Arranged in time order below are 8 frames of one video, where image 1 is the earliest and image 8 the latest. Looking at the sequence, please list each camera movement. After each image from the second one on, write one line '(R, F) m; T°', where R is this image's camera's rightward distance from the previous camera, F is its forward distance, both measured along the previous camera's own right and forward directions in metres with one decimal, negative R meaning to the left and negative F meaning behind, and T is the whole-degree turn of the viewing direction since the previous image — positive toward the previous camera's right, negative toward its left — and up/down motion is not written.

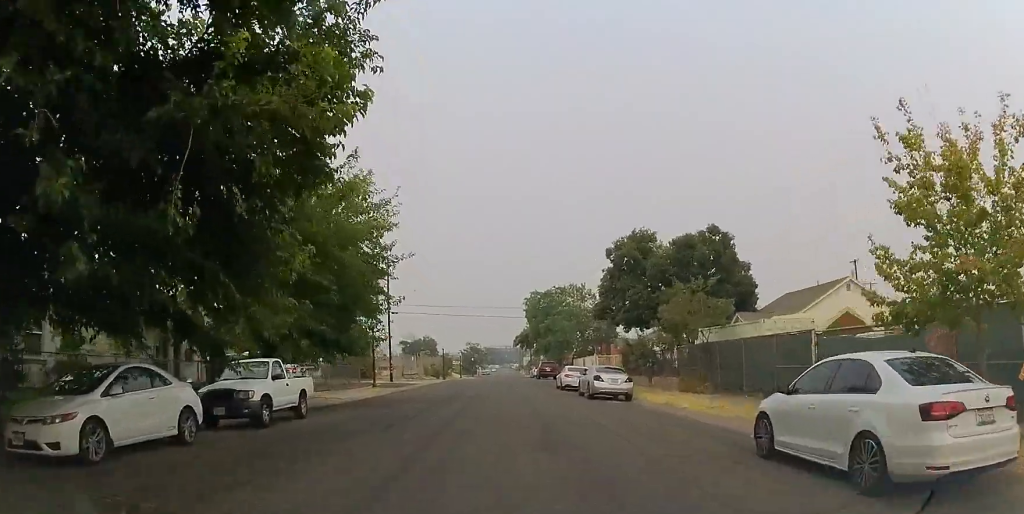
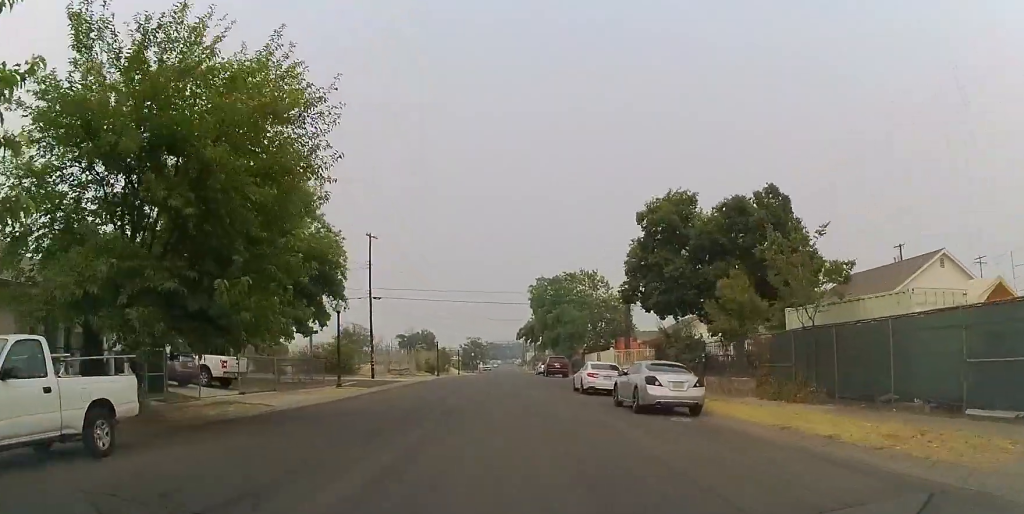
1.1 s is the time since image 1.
(0.0, +9.0) m; 0°
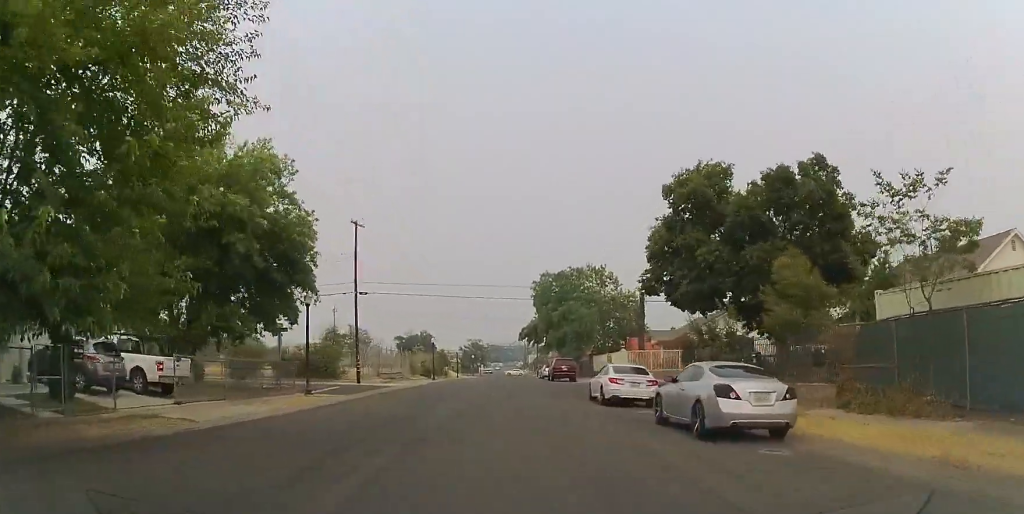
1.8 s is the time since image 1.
(0.0, +5.2) m; 0°
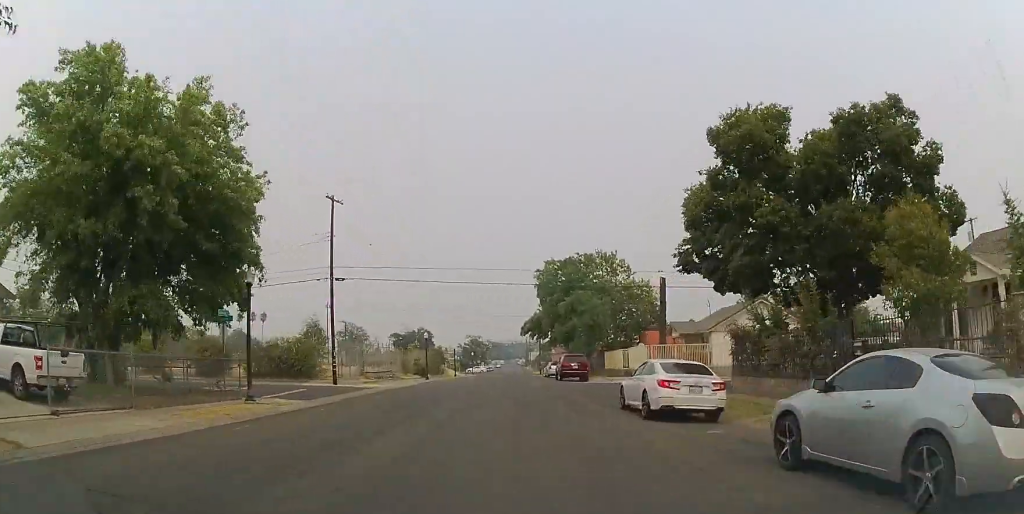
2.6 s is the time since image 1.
(0.0, +6.4) m; 0°
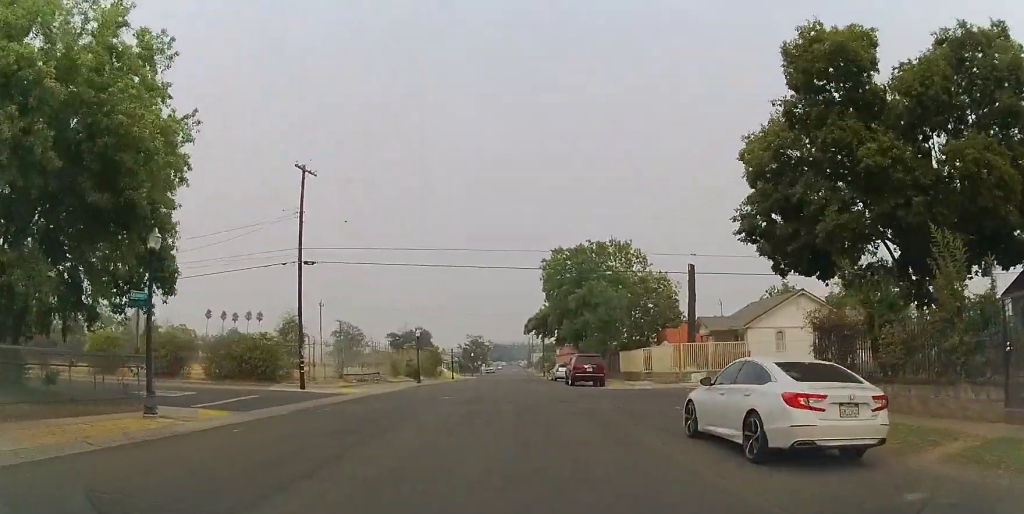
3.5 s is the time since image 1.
(0.0, +6.2) m; 0°
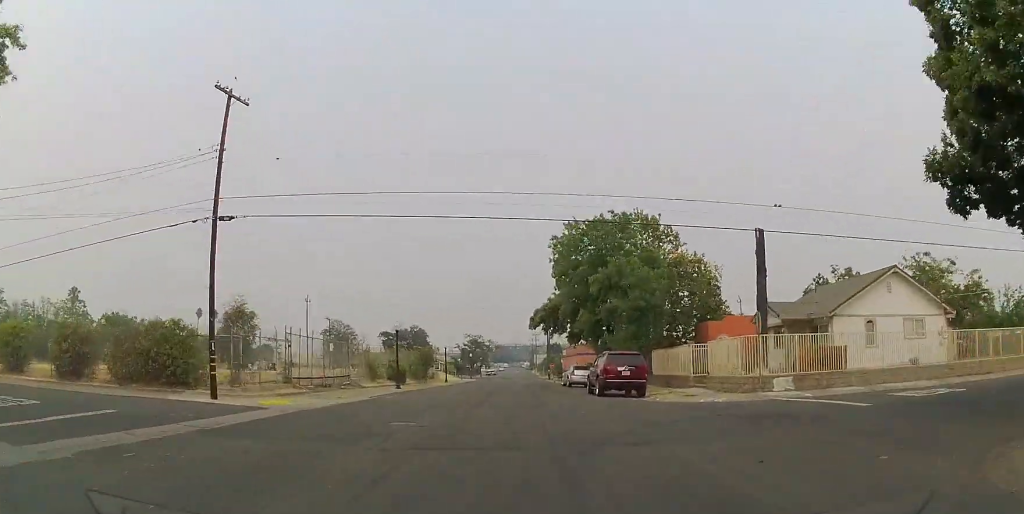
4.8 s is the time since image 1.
(0.0, +9.8) m; -3°
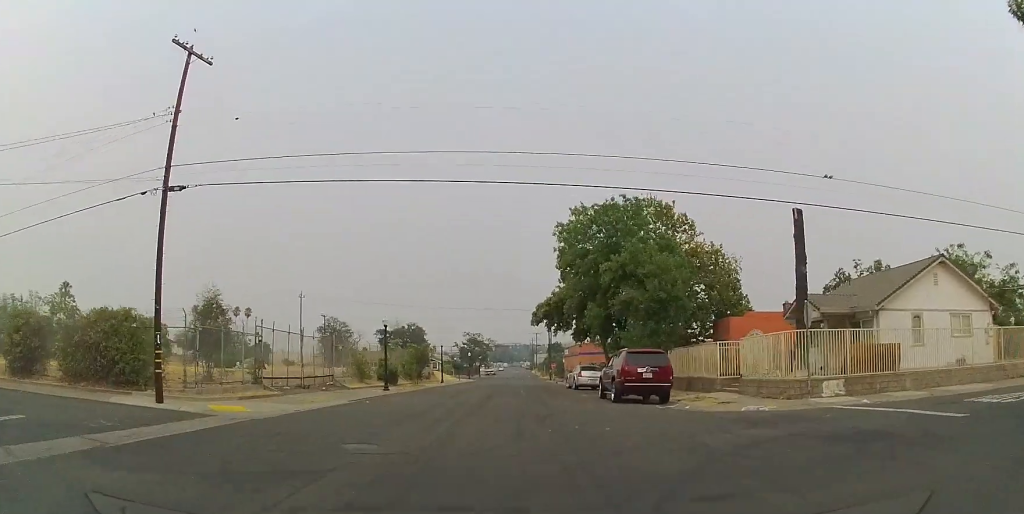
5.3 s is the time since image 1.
(0.0, +3.7) m; -2°
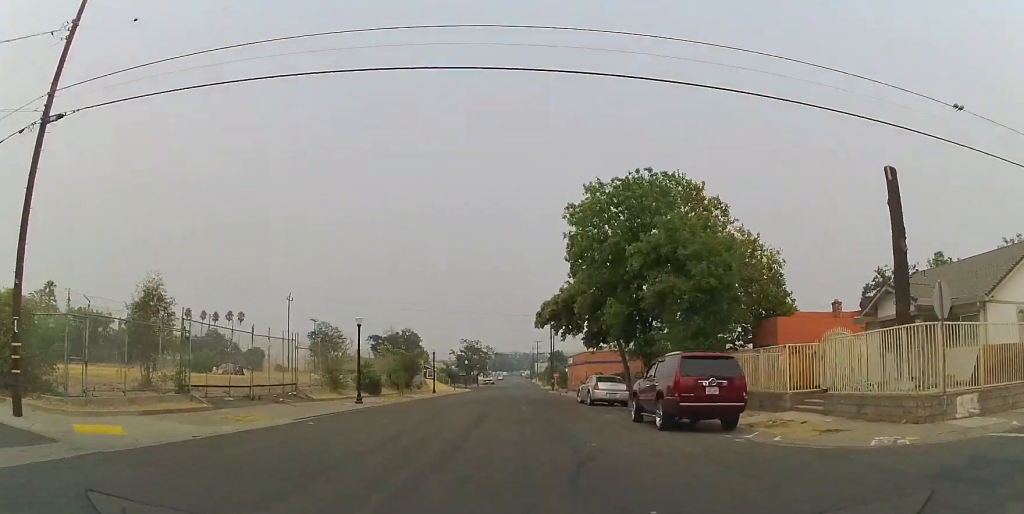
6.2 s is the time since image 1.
(-0.5, +6.4) m; 0°
